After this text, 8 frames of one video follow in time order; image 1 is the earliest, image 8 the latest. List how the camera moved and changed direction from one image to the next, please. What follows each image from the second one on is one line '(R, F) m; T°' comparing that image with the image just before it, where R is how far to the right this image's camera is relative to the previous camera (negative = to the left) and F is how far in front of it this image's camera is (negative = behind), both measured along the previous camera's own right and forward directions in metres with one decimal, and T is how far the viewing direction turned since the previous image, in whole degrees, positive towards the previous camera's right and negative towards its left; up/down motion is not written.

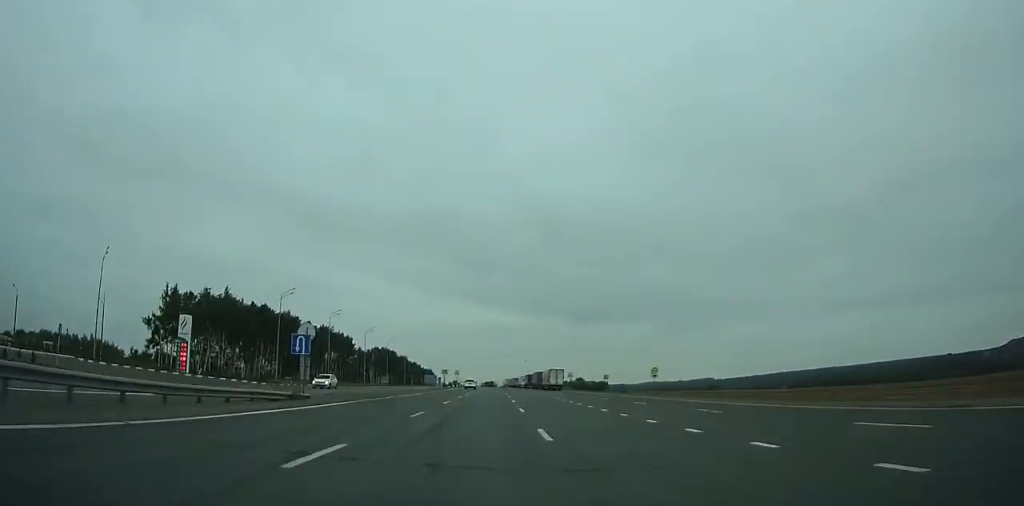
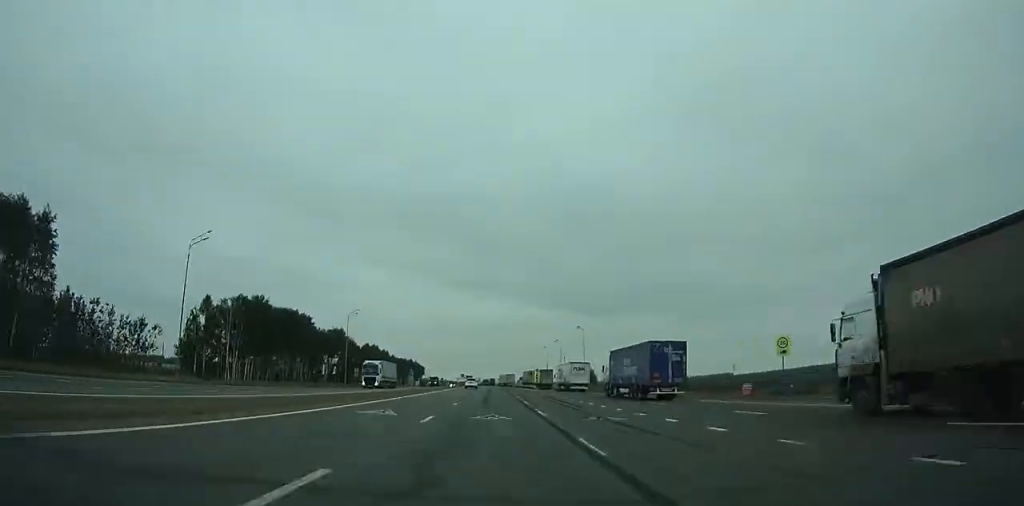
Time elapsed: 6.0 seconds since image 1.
(-0.4, +145.9) m; 0°
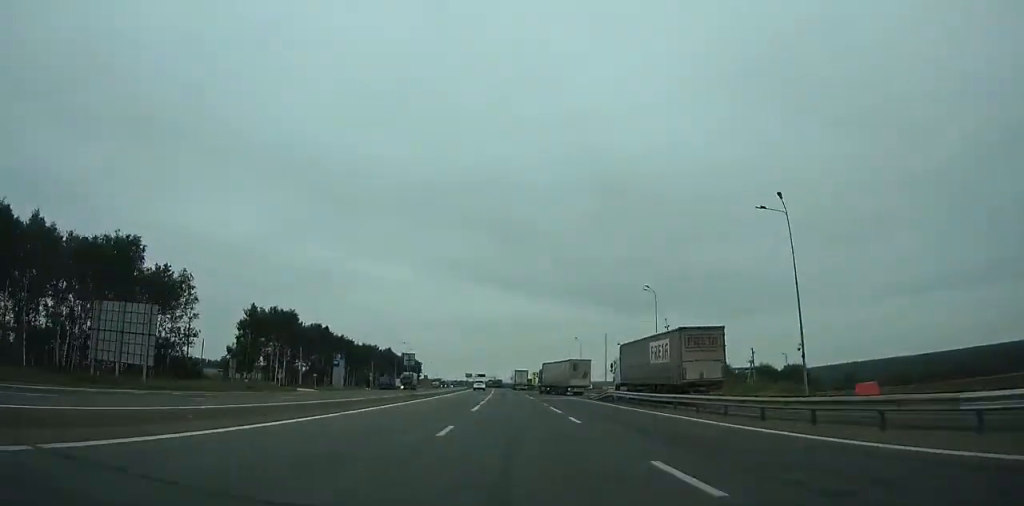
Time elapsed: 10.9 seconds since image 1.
(-0.9, +115.9) m; -2°
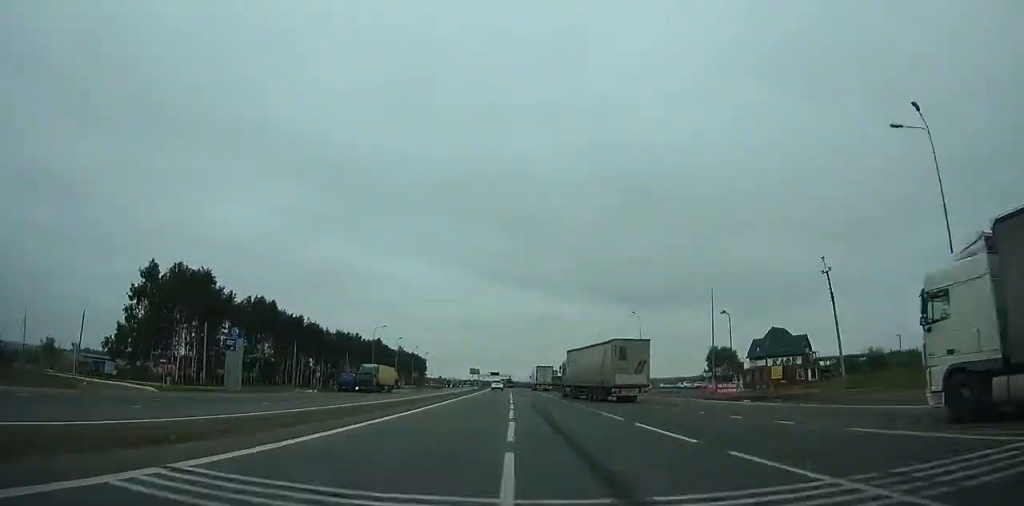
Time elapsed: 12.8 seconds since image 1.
(-0.2, +44.8) m; -1°
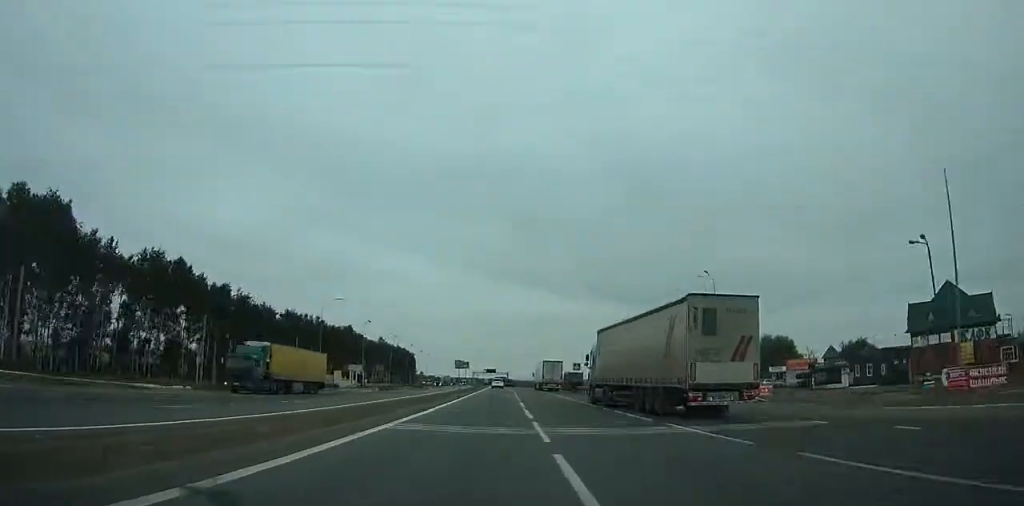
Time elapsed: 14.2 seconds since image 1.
(-0.6, +33.1) m; 0°
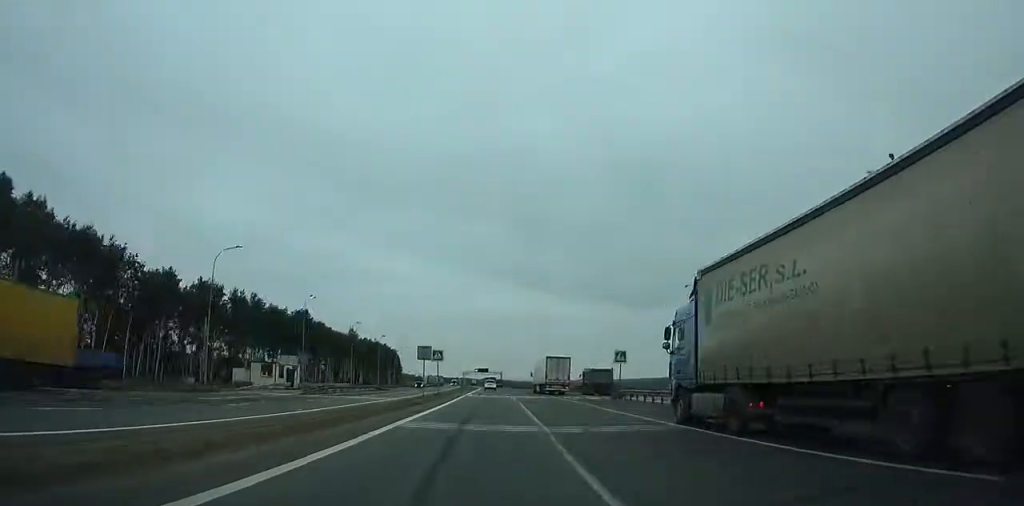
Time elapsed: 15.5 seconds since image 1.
(-0.2, +30.8) m; 0°
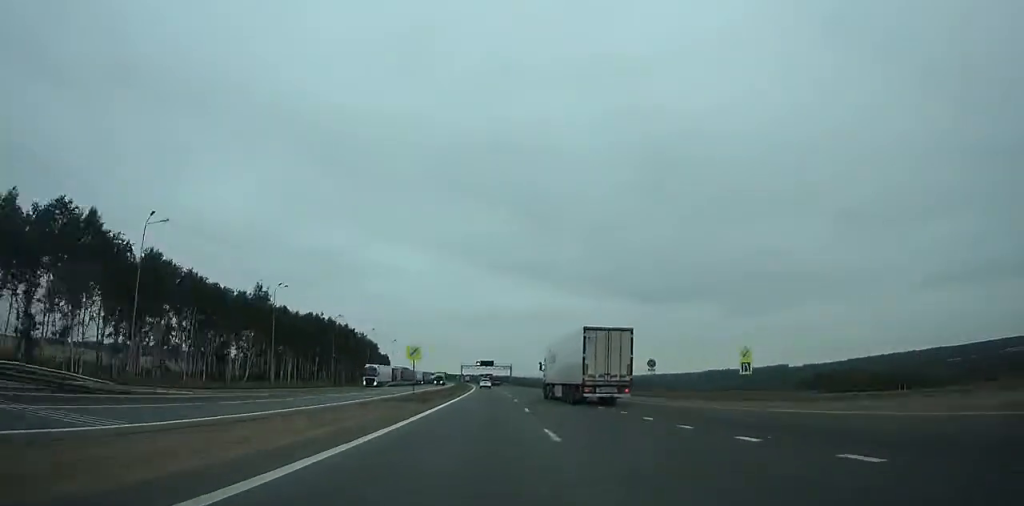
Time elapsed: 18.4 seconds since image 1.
(+0.4, +69.2) m; 0°
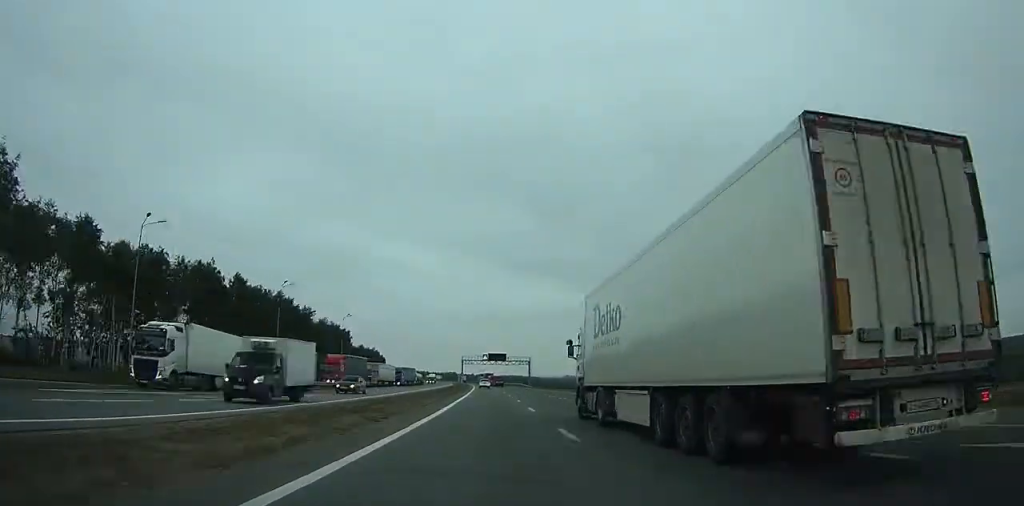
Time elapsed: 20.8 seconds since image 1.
(-0.4, +58.3) m; -1°
